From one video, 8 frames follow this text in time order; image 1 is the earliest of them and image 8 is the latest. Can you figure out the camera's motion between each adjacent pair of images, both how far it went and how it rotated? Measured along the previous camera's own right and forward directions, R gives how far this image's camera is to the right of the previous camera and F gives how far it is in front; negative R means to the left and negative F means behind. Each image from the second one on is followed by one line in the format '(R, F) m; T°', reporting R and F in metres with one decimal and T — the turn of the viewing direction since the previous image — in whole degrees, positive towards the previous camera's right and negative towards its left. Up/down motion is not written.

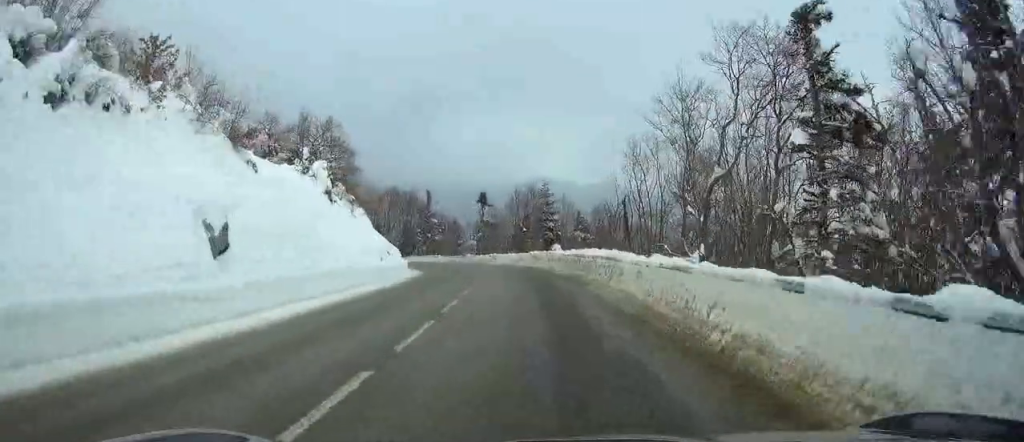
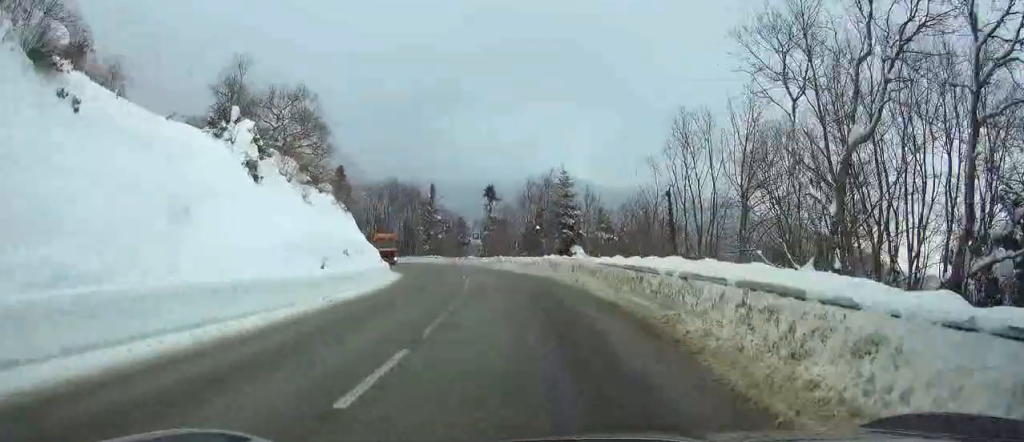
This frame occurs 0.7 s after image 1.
(-0.2, +11.7) m; -1°
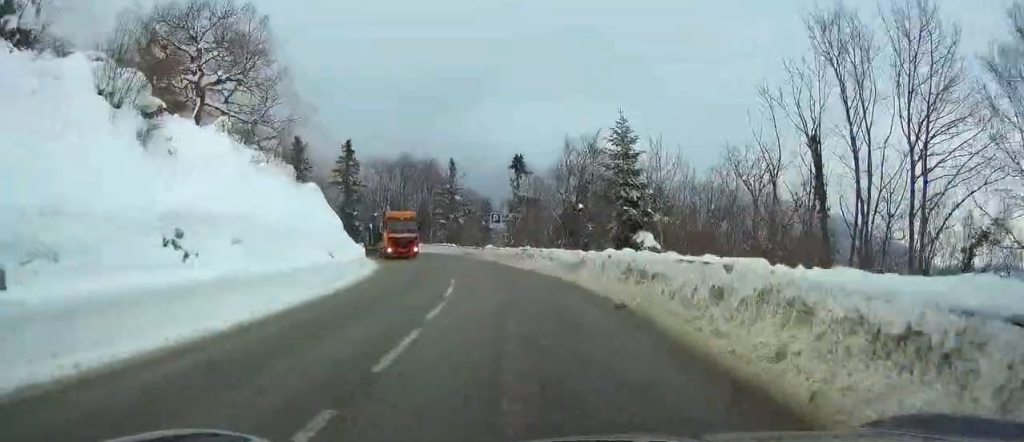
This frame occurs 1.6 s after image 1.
(0.0, +15.5) m; -2°
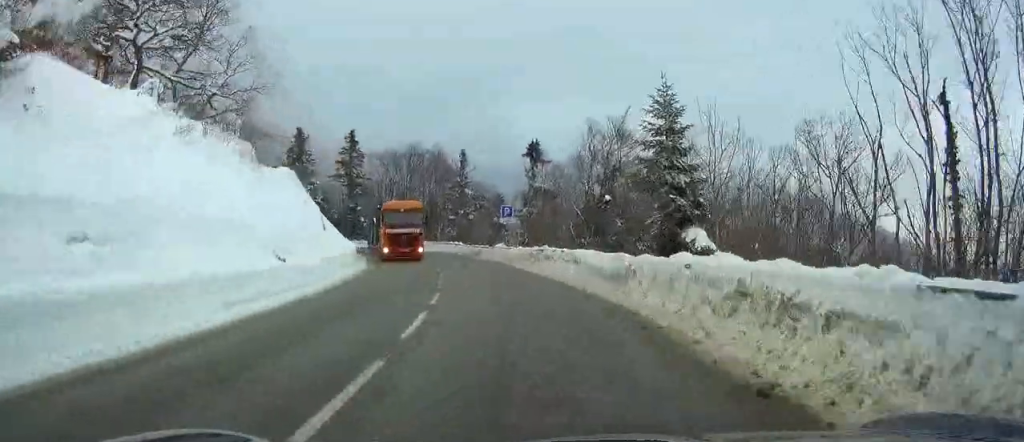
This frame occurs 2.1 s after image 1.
(-0.2, +7.1) m; -1°
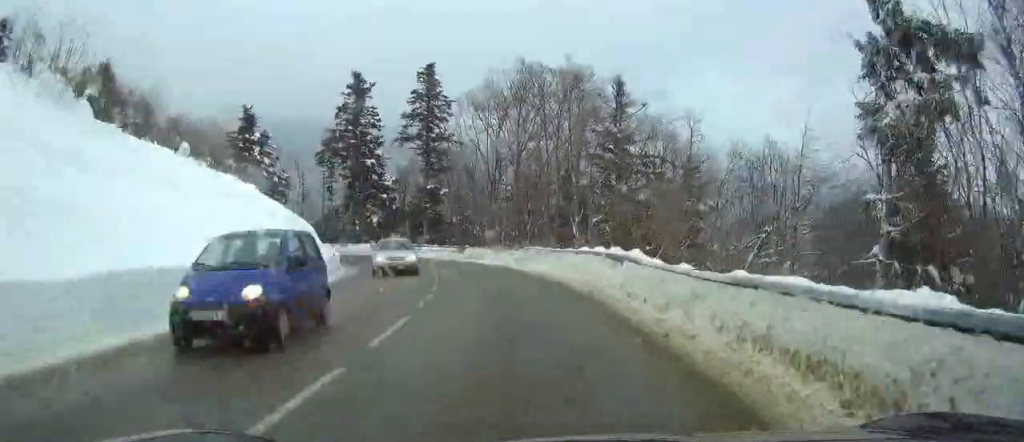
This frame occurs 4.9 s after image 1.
(-3.6, +42.0) m; -12°
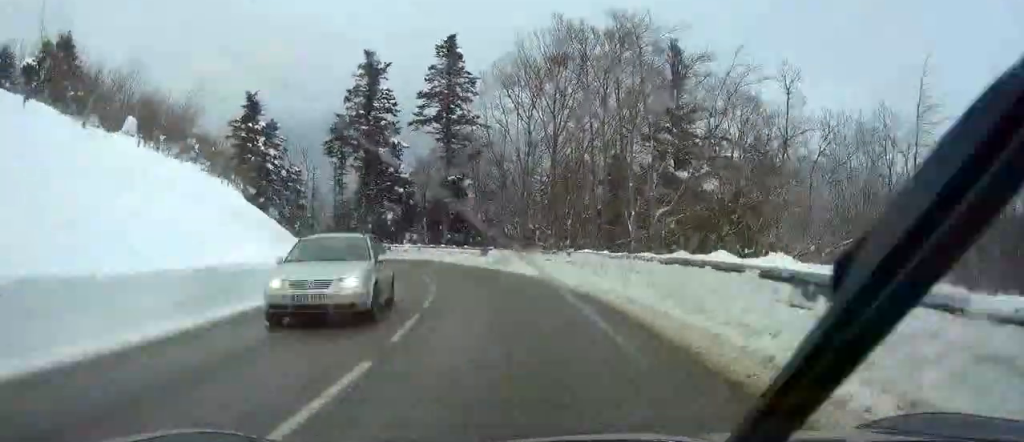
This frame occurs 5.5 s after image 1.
(-0.2, +8.2) m; -3°
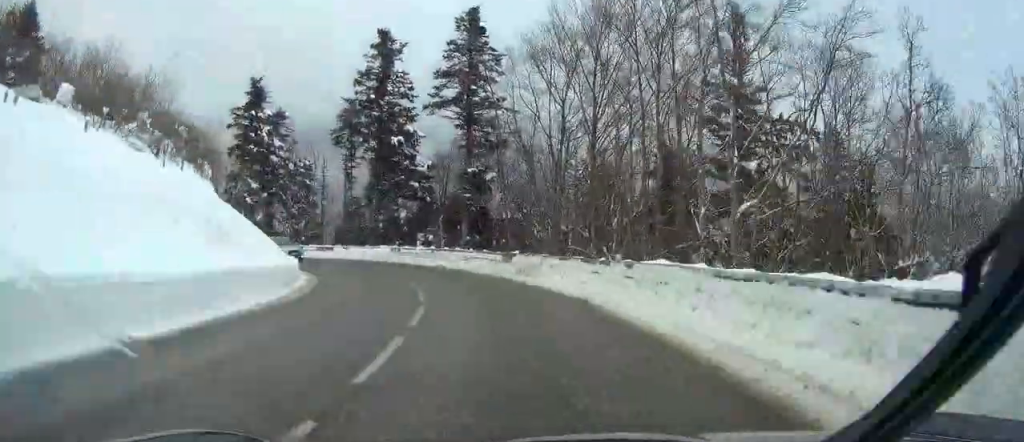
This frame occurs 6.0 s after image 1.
(-0.2, +6.6) m; -3°
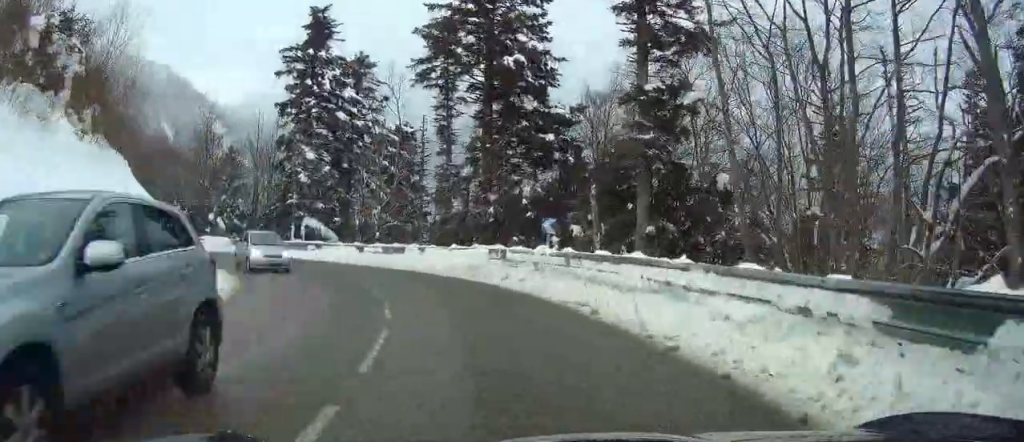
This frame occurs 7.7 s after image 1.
(-2.2, +22.2) m; -20°
